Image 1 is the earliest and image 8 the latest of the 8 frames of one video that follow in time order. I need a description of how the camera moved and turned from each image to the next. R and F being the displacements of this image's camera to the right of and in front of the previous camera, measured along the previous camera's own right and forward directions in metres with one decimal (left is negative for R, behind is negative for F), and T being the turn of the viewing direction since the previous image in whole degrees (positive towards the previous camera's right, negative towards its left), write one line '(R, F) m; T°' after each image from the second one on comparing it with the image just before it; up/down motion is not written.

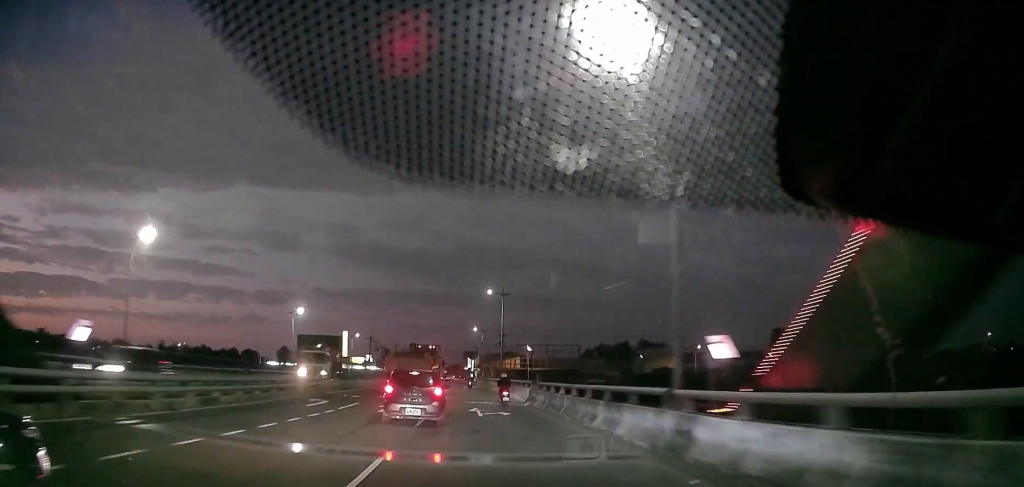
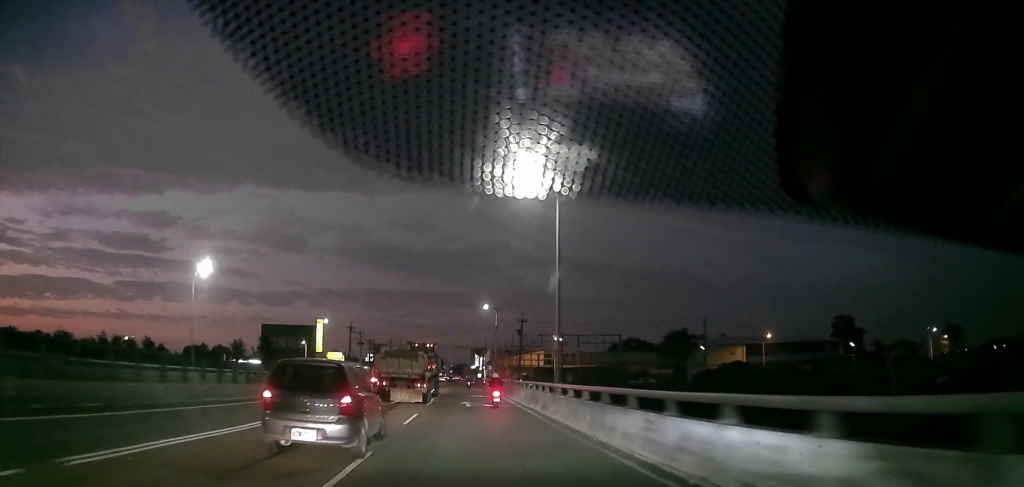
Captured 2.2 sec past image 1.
(-0.4, +30.9) m; 0°
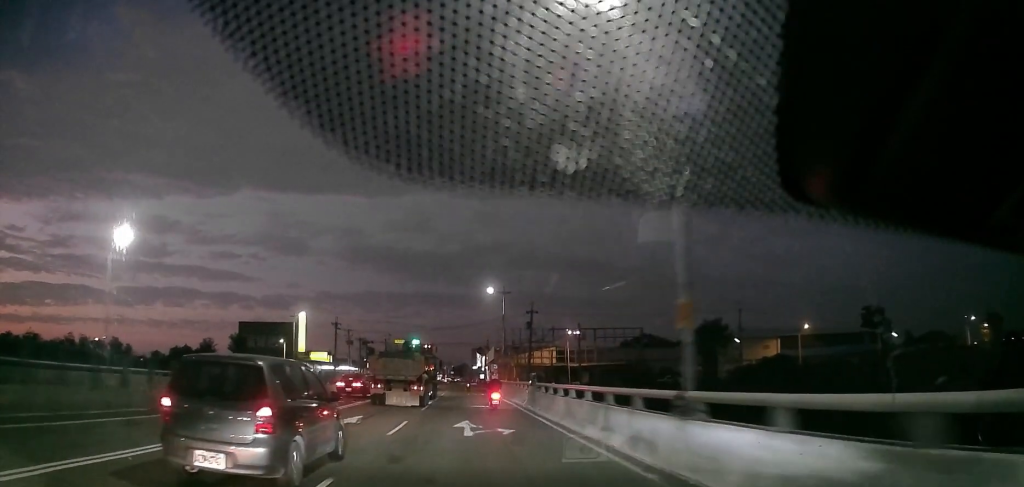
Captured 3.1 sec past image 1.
(+0.1, +11.9) m; +1°
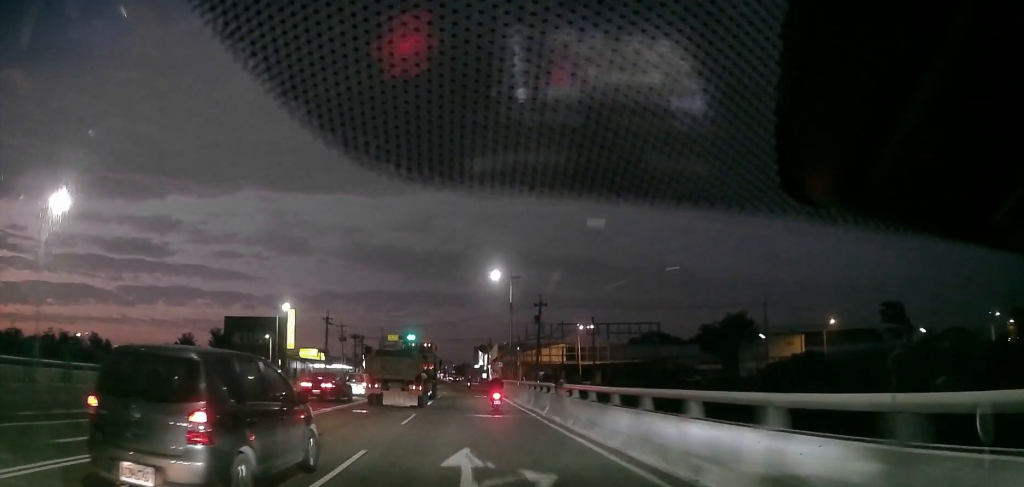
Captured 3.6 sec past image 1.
(0.0, +6.8) m; 0°
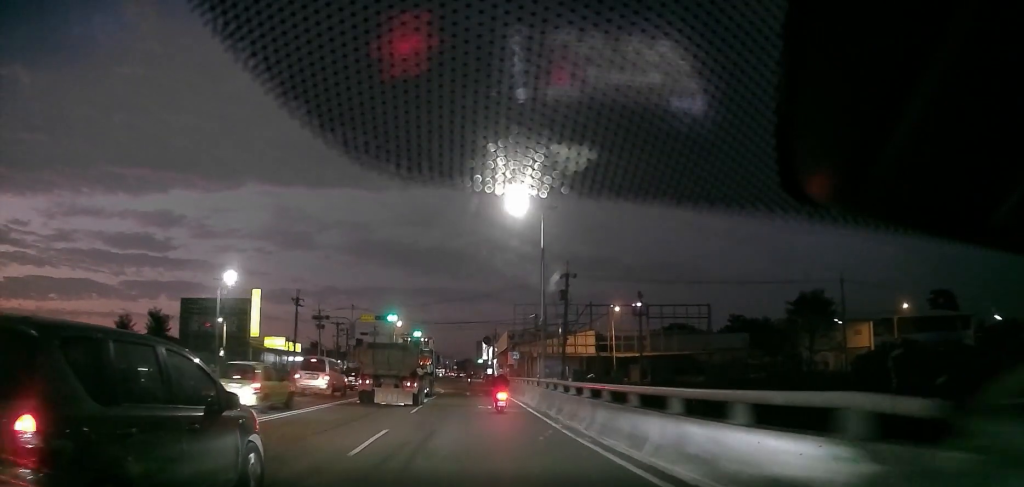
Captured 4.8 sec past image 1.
(-0.1, +17.9) m; -1°
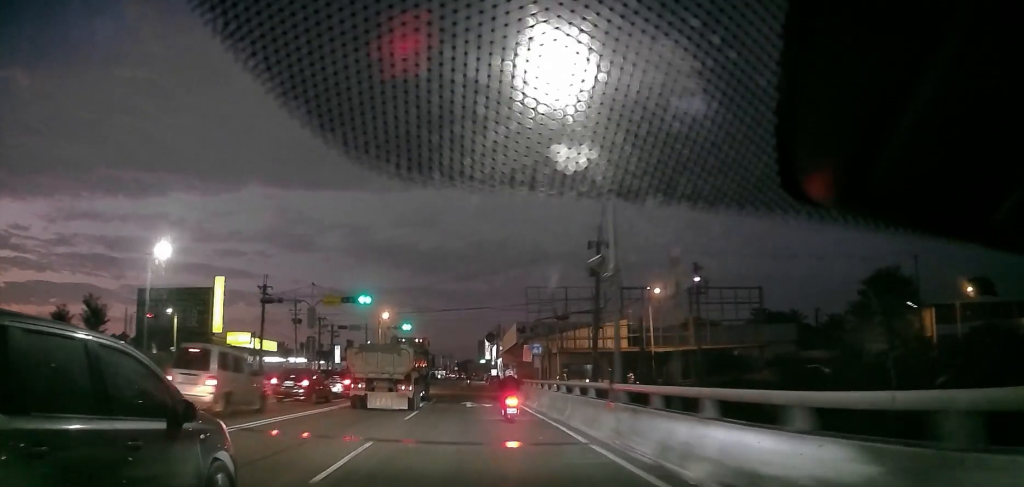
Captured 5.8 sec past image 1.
(0.0, +12.4) m; 0°
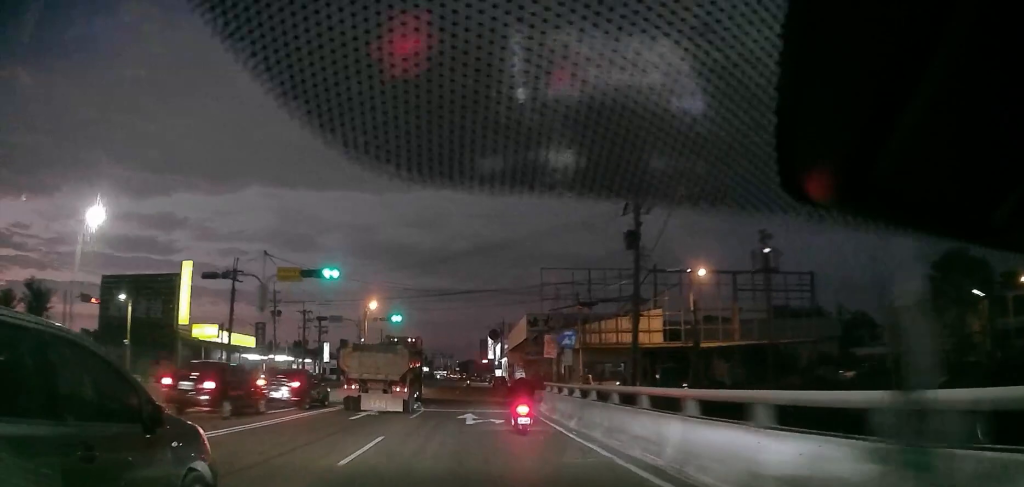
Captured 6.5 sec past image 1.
(0.0, +8.7) m; 0°
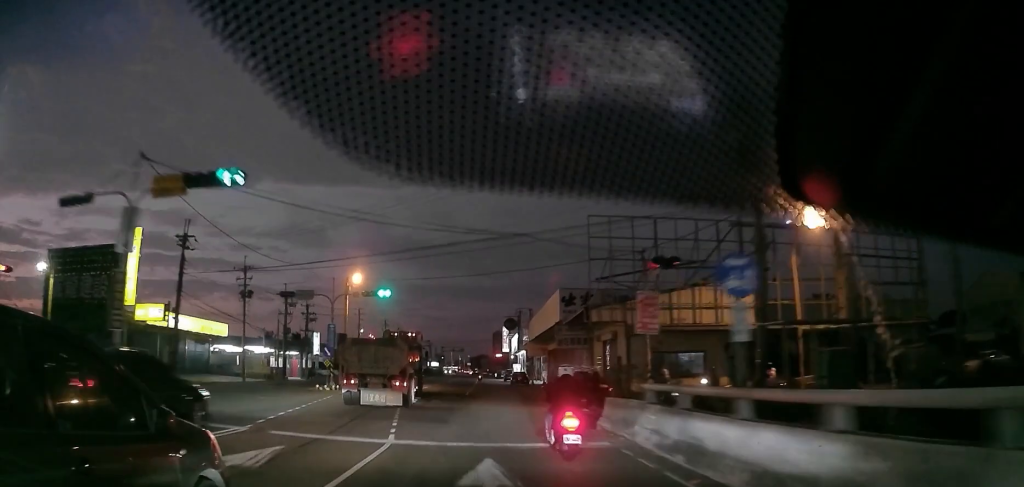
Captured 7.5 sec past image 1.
(-0.1, +13.4) m; 0°
